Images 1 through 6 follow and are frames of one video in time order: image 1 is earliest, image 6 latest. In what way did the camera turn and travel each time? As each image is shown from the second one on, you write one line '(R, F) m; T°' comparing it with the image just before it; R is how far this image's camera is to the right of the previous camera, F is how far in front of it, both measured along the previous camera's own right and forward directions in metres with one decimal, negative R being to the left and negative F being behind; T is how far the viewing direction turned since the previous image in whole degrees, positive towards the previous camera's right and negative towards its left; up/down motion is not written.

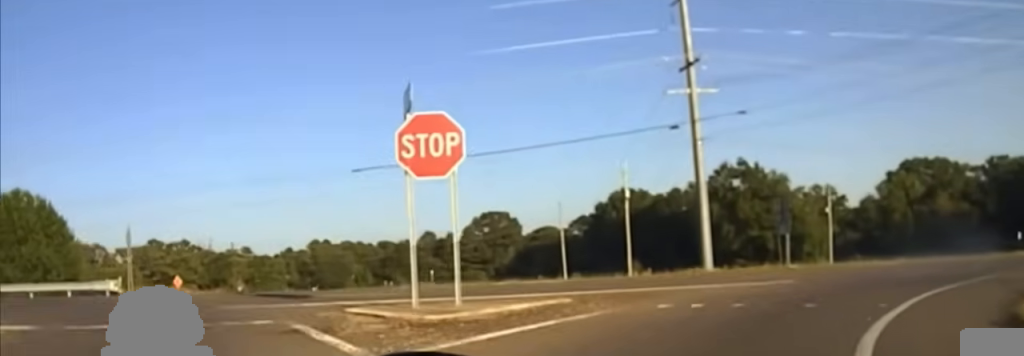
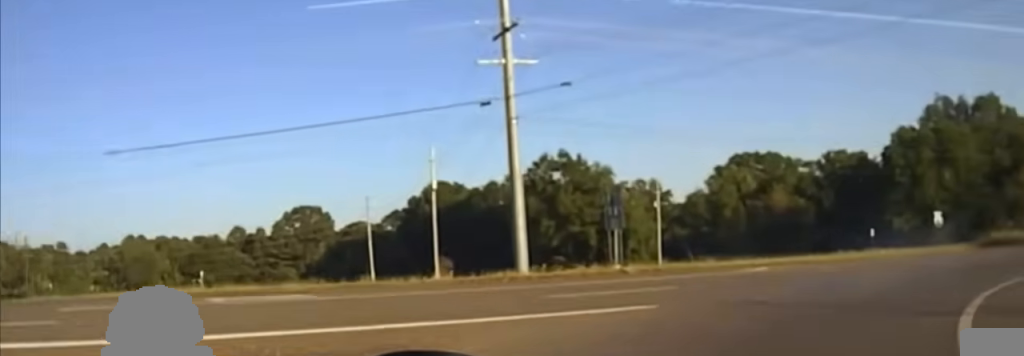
(+0.8, +9.7) m; +10°
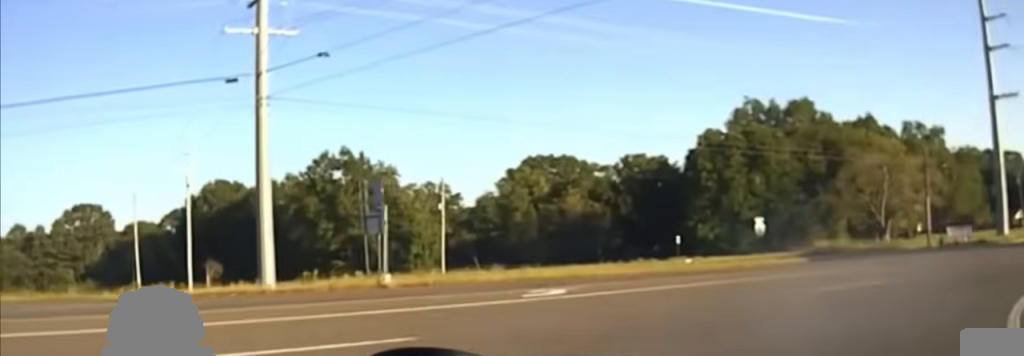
(-0.1, +8.3) m; +11°
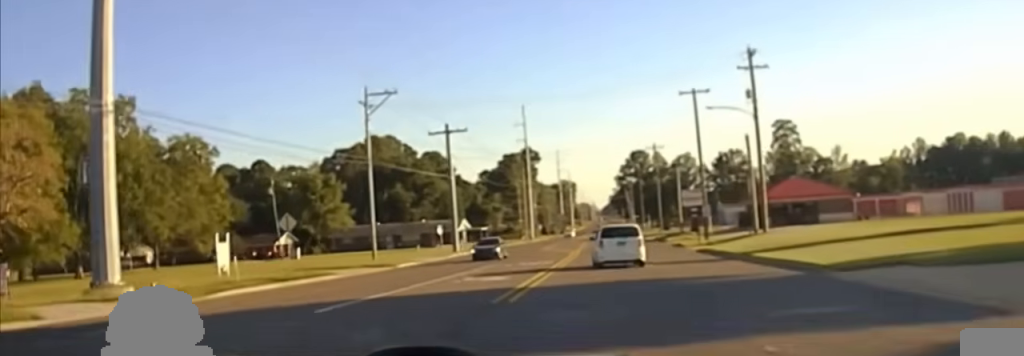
(+29.2, +42.8) m; +49°
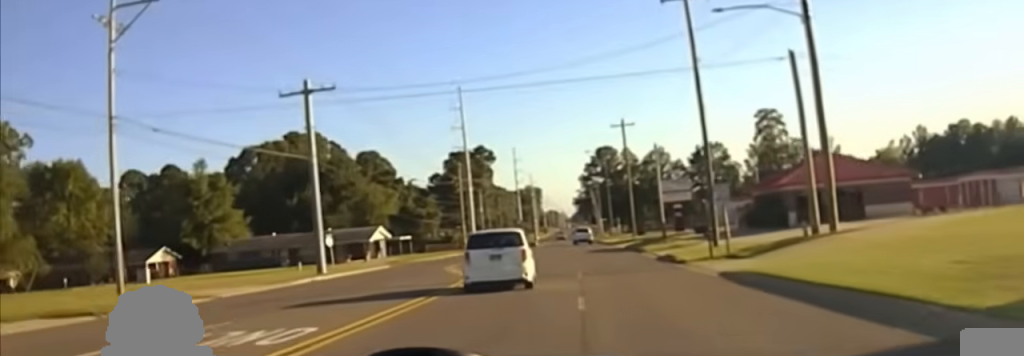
(+0.6, +27.5) m; +1°
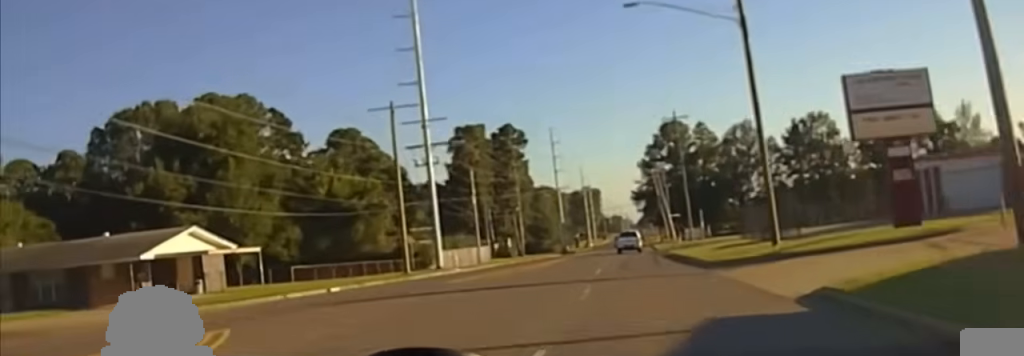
(-0.6, +54.1) m; -3°
